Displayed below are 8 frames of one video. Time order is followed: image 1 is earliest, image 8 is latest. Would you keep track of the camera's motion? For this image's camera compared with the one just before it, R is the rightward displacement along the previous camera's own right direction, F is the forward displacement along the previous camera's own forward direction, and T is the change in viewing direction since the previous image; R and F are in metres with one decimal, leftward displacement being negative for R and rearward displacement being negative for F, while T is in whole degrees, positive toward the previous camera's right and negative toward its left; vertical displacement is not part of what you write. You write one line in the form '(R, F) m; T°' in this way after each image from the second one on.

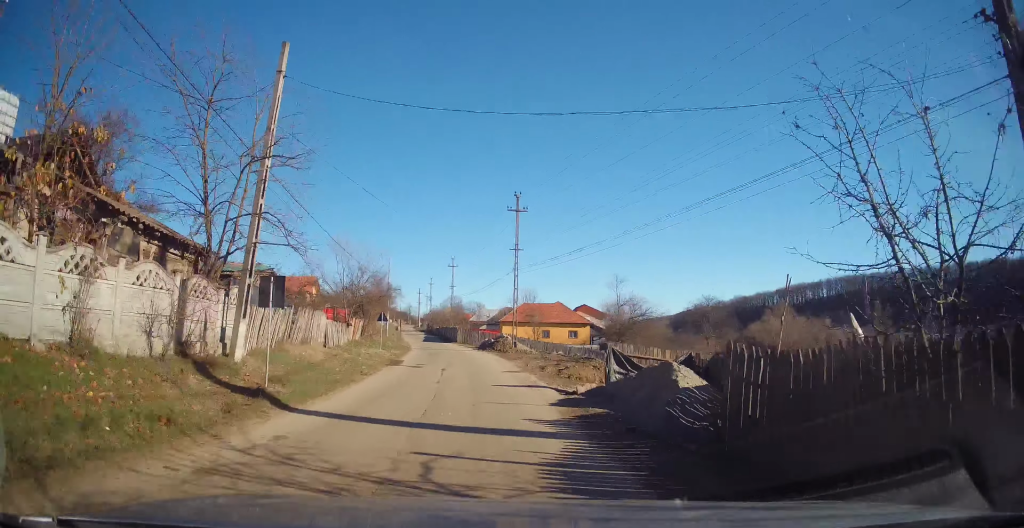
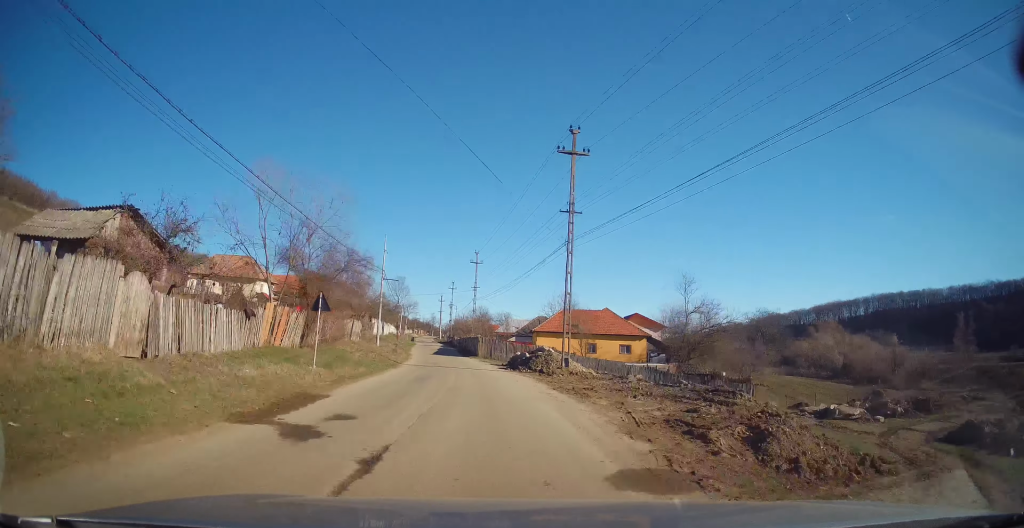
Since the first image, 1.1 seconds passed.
(-0.6, +15.2) m; -4°
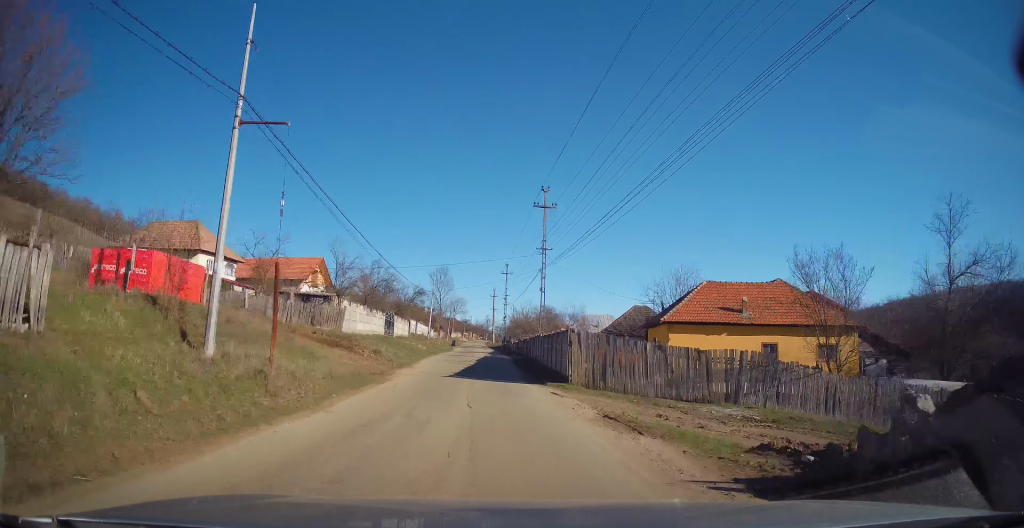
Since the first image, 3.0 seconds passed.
(-1.1, +28.6) m; -4°
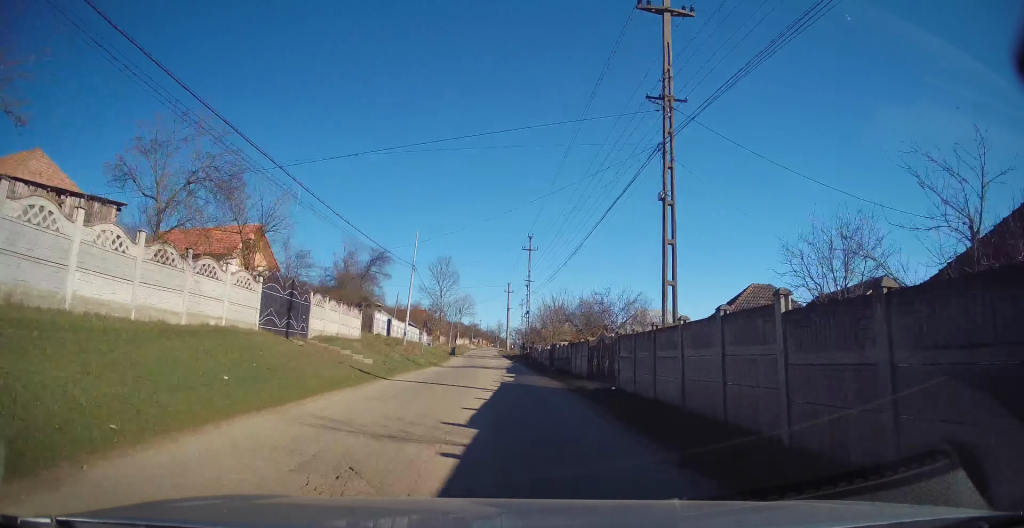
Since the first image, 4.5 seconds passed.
(-0.8, +24.4) m; -3°
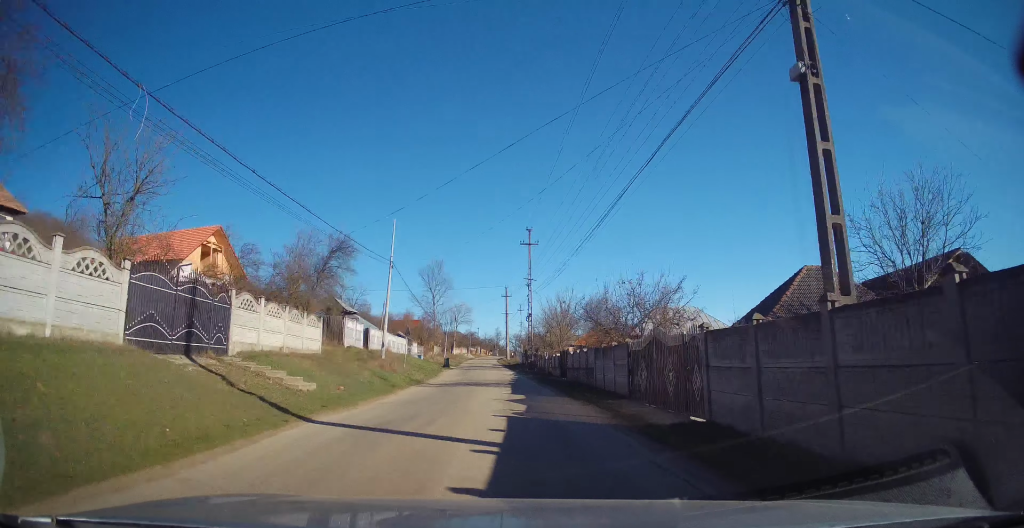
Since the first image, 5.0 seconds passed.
(0.0, +6.8) m; 0°
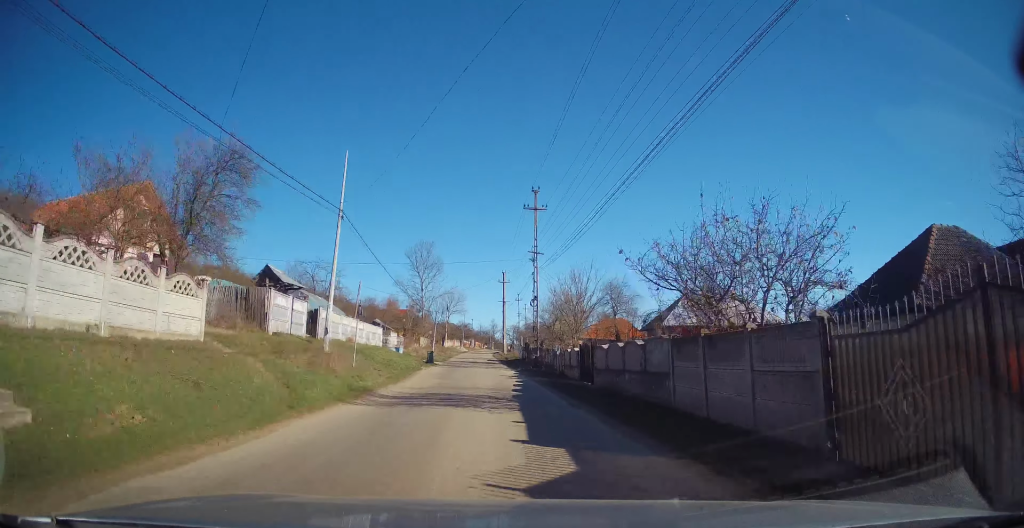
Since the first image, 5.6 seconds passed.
(0.0, +9.9) m; +1°
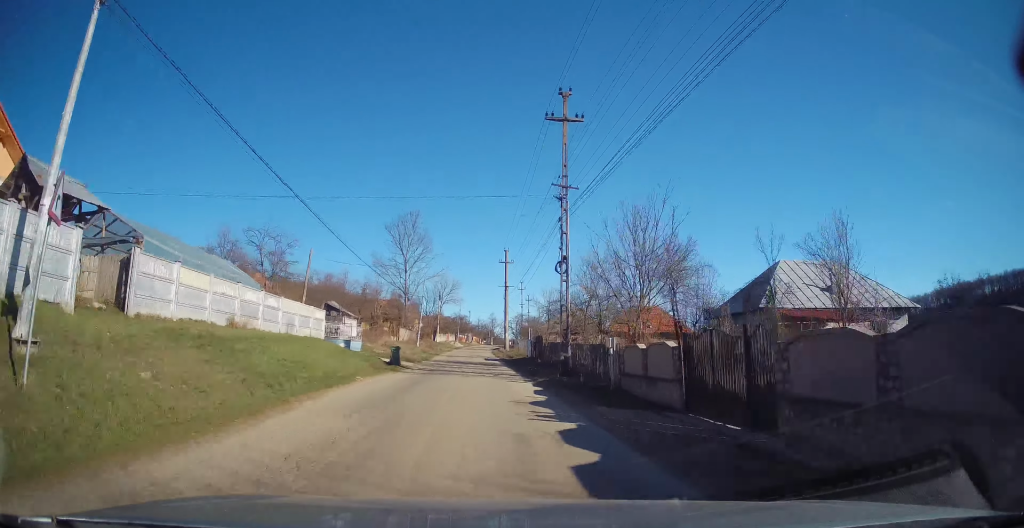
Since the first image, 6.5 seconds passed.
(+0.1, +14.6) m; +1°
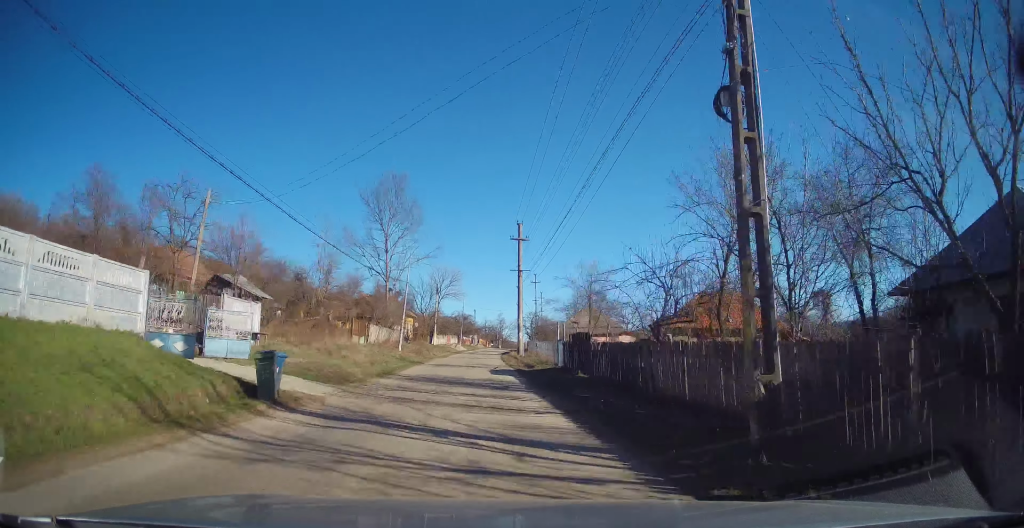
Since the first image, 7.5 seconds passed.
(+0.3, +15.6) m; -1°
